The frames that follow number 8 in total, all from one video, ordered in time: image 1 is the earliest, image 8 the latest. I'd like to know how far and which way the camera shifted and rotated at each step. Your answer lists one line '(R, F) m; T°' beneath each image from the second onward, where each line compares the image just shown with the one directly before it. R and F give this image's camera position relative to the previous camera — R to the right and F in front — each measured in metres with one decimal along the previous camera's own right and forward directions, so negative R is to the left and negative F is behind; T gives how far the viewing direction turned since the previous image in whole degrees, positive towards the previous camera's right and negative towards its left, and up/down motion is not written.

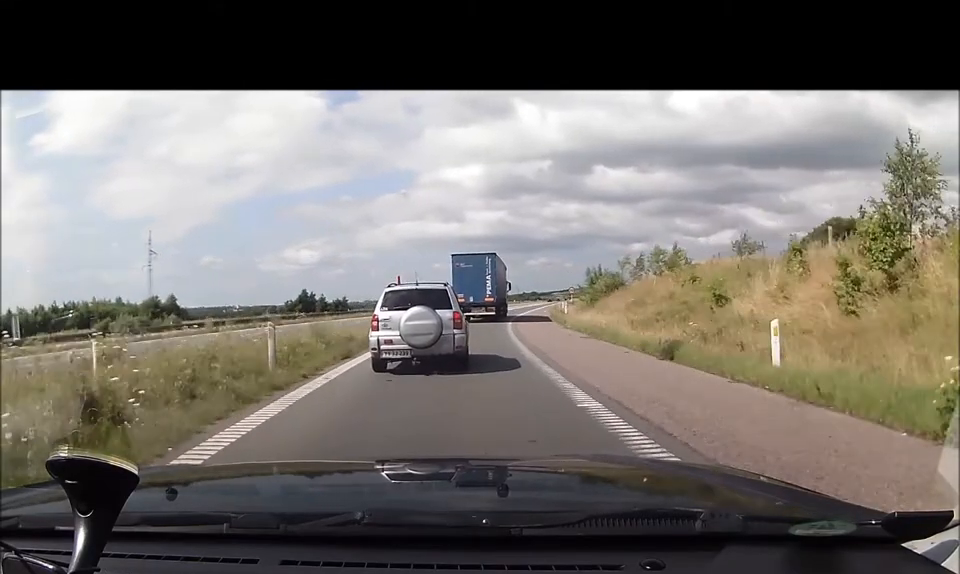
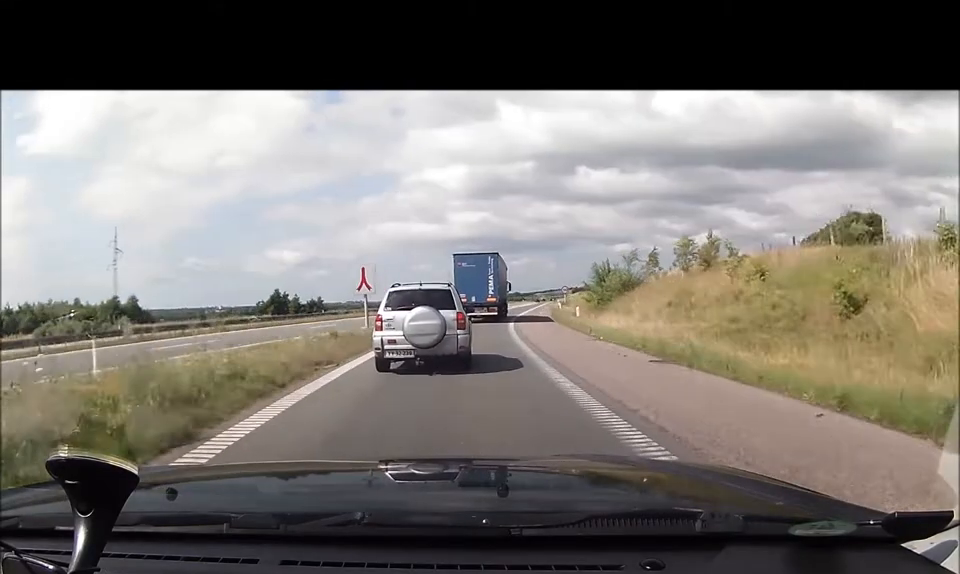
(+0.1, +7.9) m; +2°
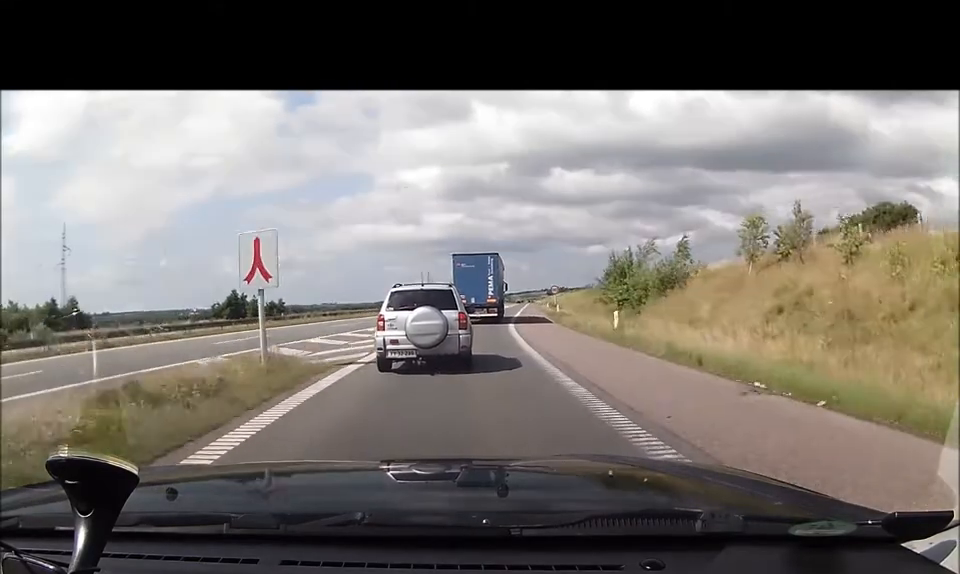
(+0.2, +12.3) m; +4°
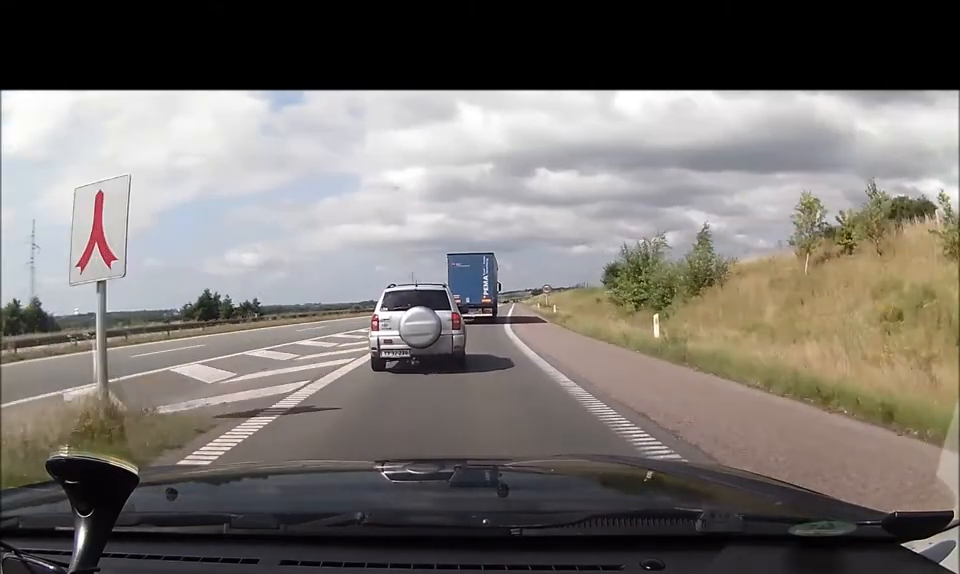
(+0.3, +8.1) m; +1°
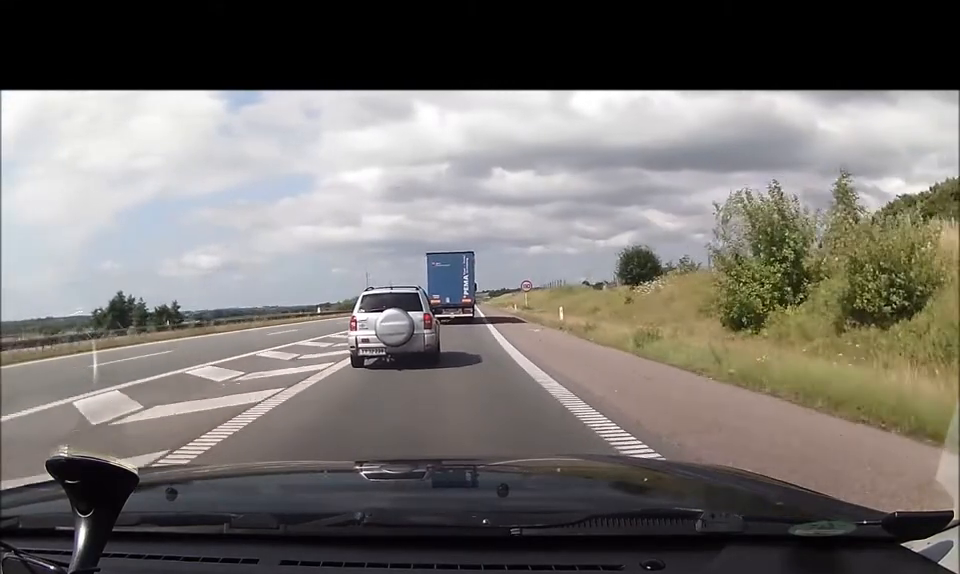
(+0.6, +16.3) m; +1°
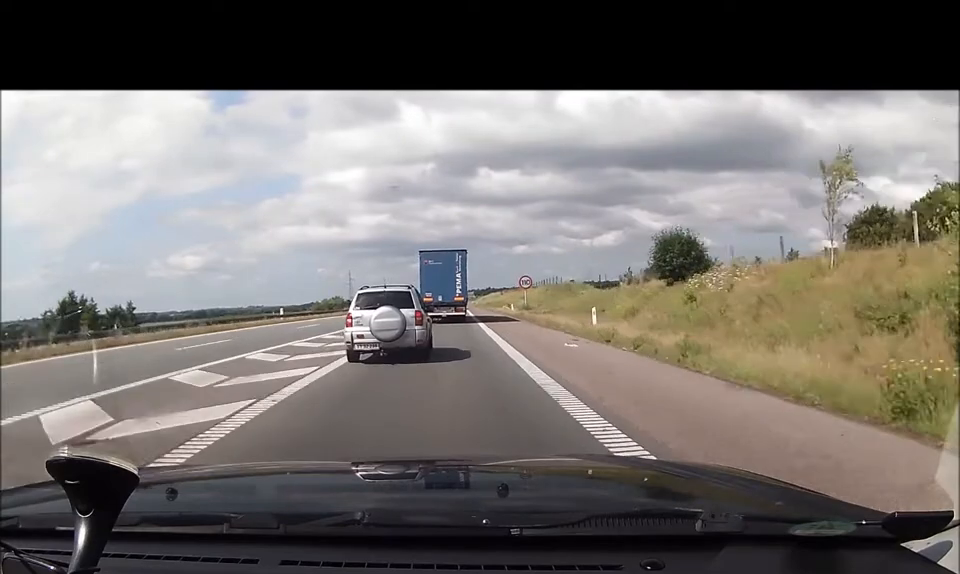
(-0.3, +10.1) m; 0°
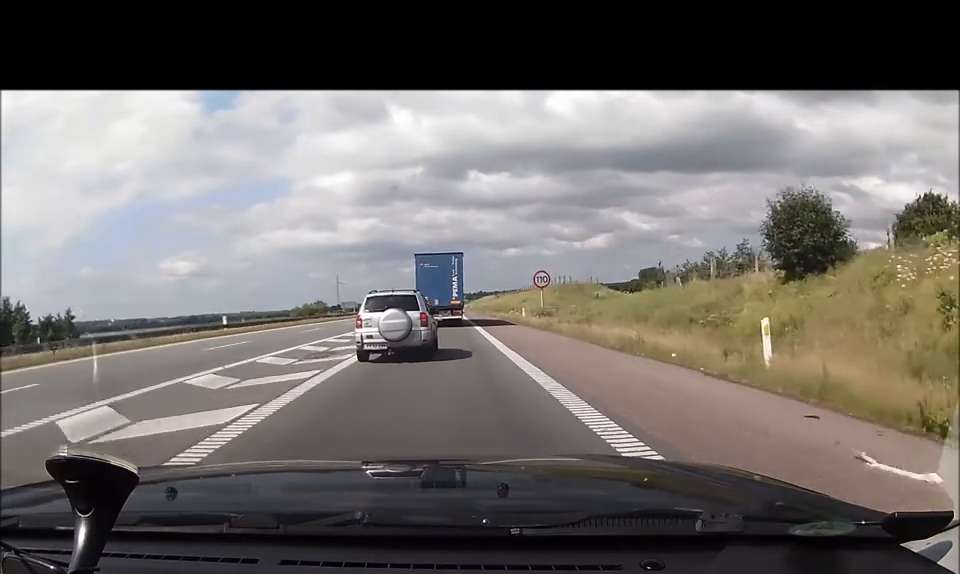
(+0.1, +13.3) m; +1°
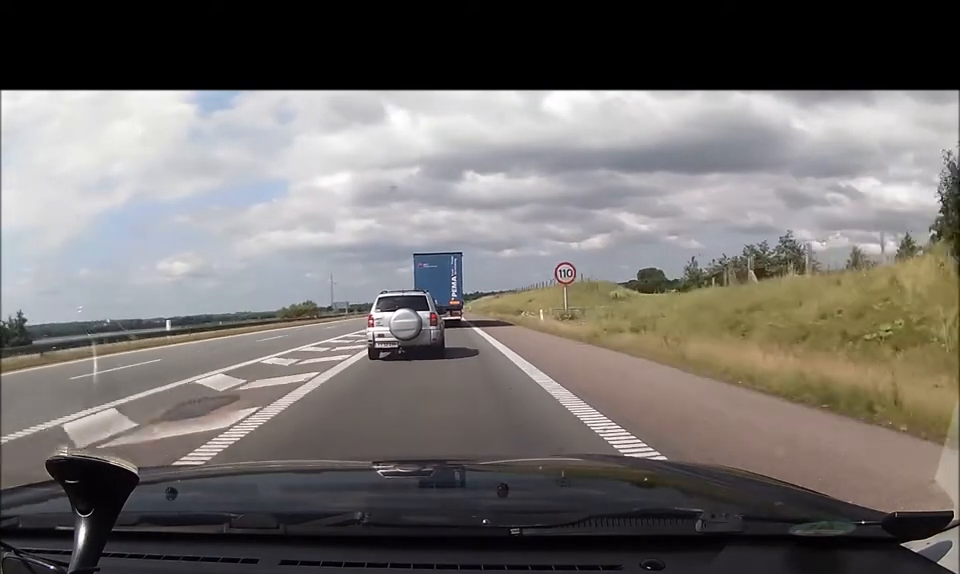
(+0.2, +8.9) m; +1°
